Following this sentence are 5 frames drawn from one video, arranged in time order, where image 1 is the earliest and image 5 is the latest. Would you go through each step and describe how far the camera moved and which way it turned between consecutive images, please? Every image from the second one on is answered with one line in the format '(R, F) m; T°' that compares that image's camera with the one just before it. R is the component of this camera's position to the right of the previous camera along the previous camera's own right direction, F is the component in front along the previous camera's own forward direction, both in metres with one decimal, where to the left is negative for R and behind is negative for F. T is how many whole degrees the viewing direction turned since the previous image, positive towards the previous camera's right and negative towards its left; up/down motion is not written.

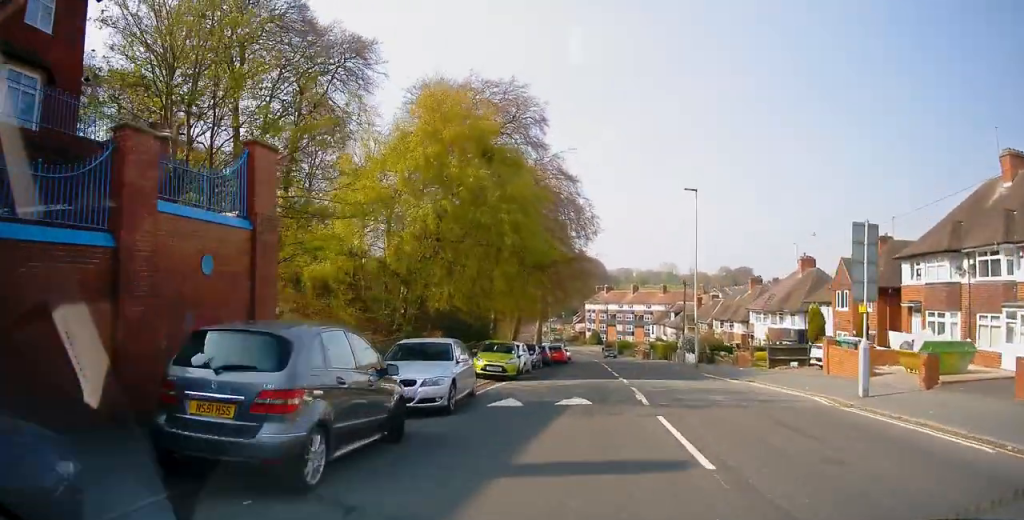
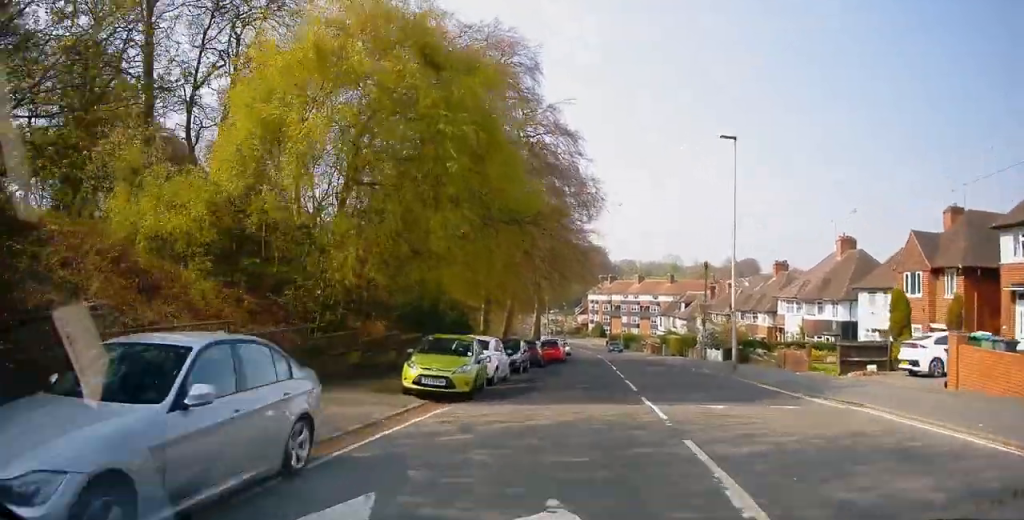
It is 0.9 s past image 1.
(-0.1, +9.1) m; +1°
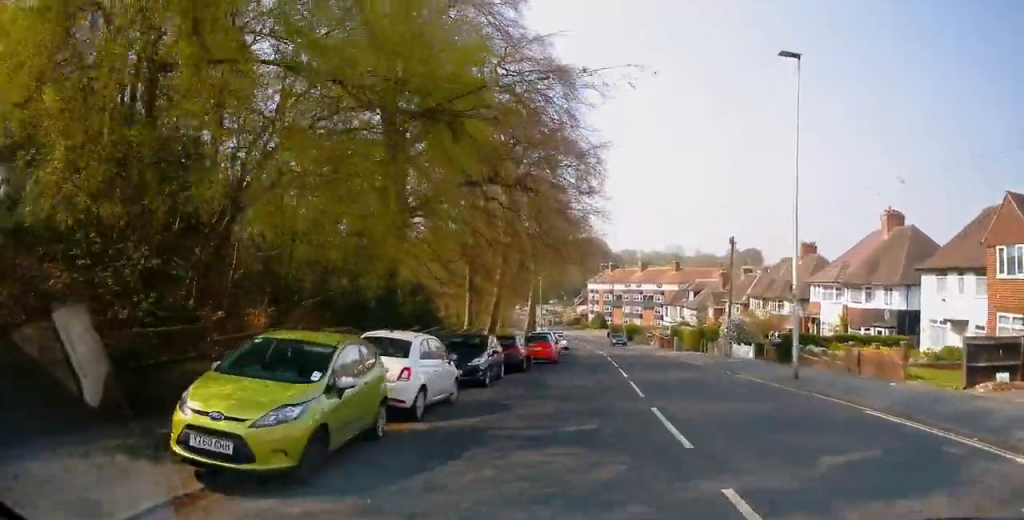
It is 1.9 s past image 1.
(+0.3, +9.1) m; -2°
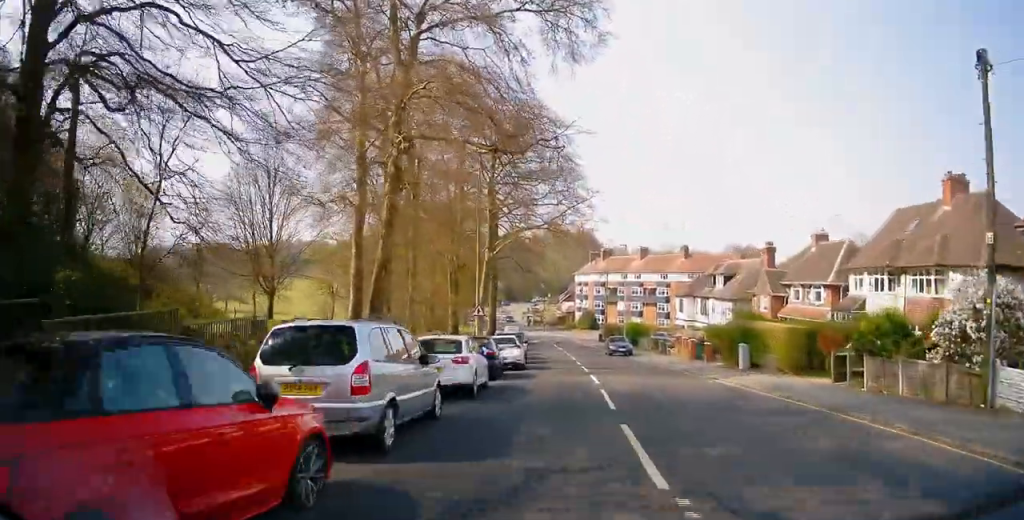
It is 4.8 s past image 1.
(+0.9, +26.5) m; +4°
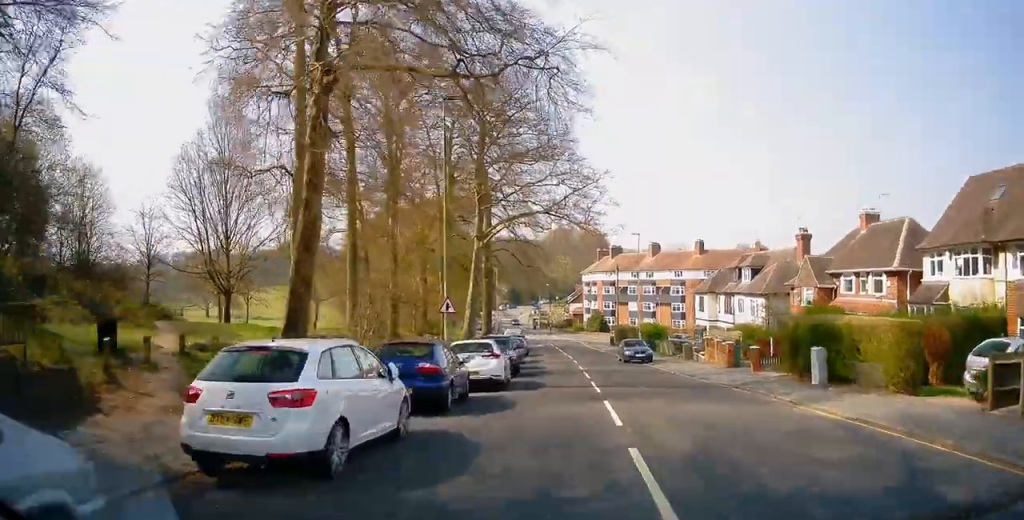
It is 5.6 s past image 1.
(-0.2, +7.3) m; +1°
